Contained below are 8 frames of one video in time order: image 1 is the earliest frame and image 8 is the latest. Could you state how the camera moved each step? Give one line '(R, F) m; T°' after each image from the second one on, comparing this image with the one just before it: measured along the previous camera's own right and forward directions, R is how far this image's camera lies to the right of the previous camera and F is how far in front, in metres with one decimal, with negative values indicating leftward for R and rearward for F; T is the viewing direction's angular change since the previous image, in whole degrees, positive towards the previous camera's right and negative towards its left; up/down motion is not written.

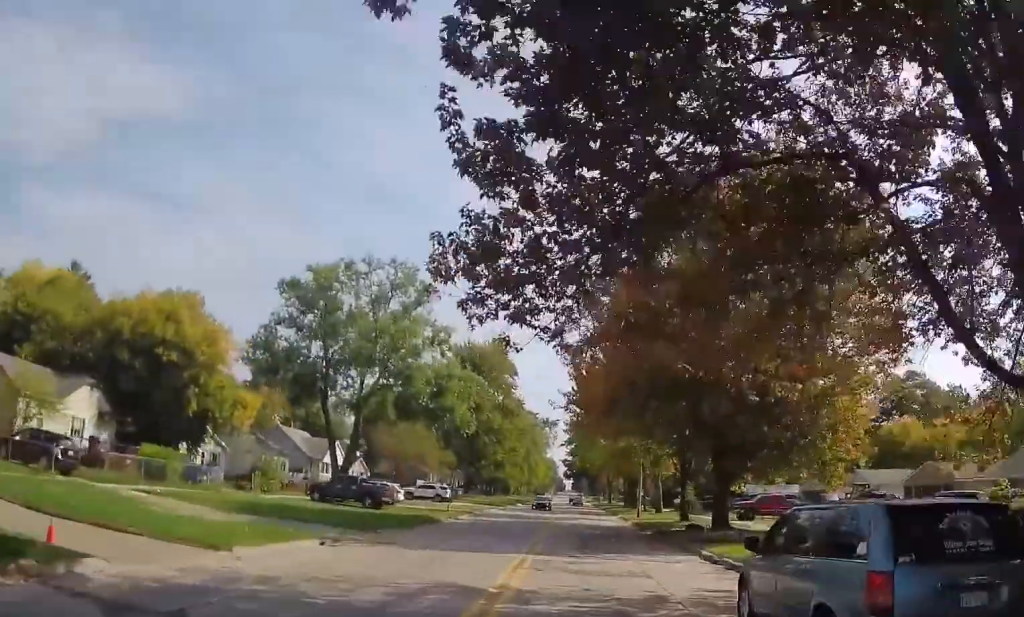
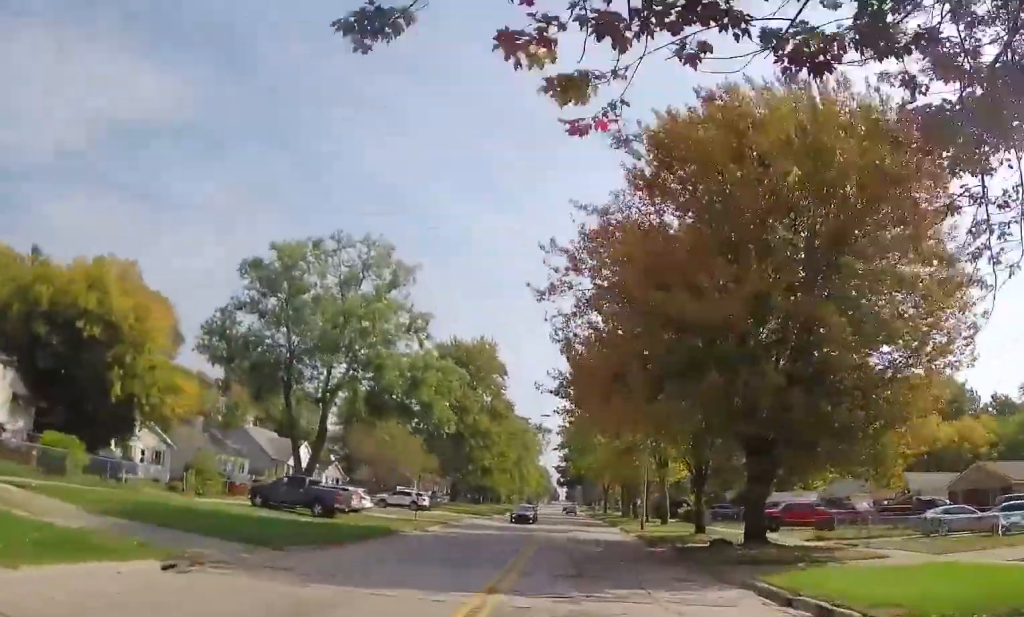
(0.0, +7.7) m; +1°
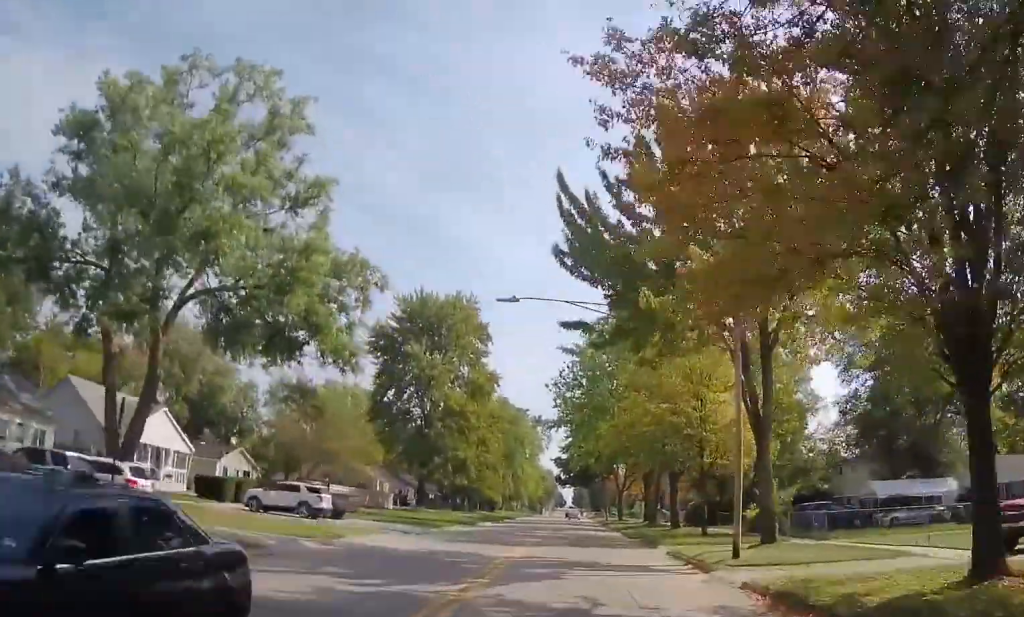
(+0.8, +26.3) m; -3°
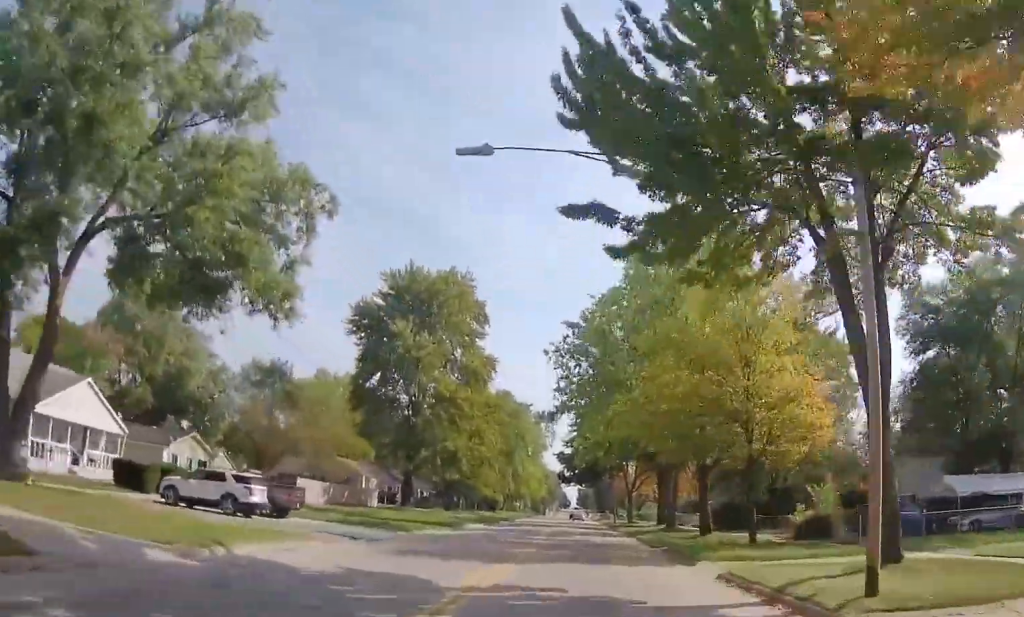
(-0.7, +8.7) m; -1°
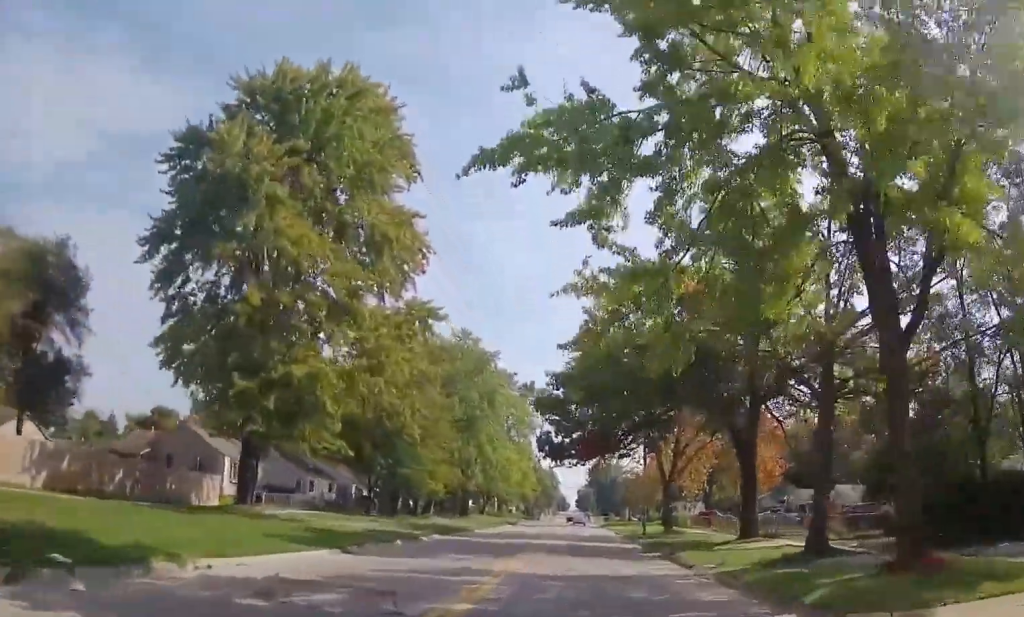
(+0.4, +35.7) m; +1°
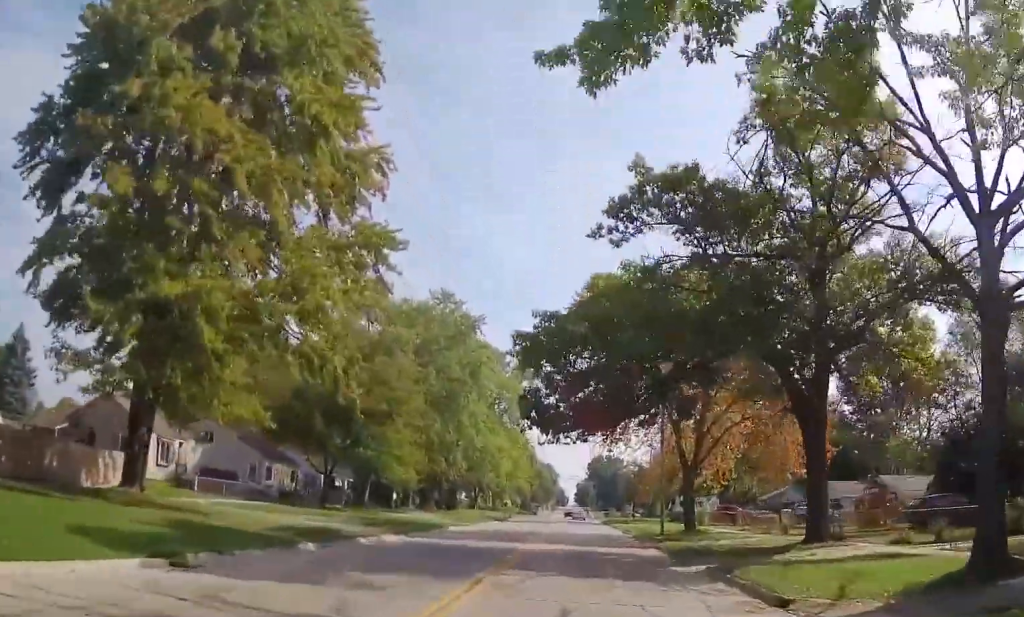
(0.0, +10.6) m; 0°
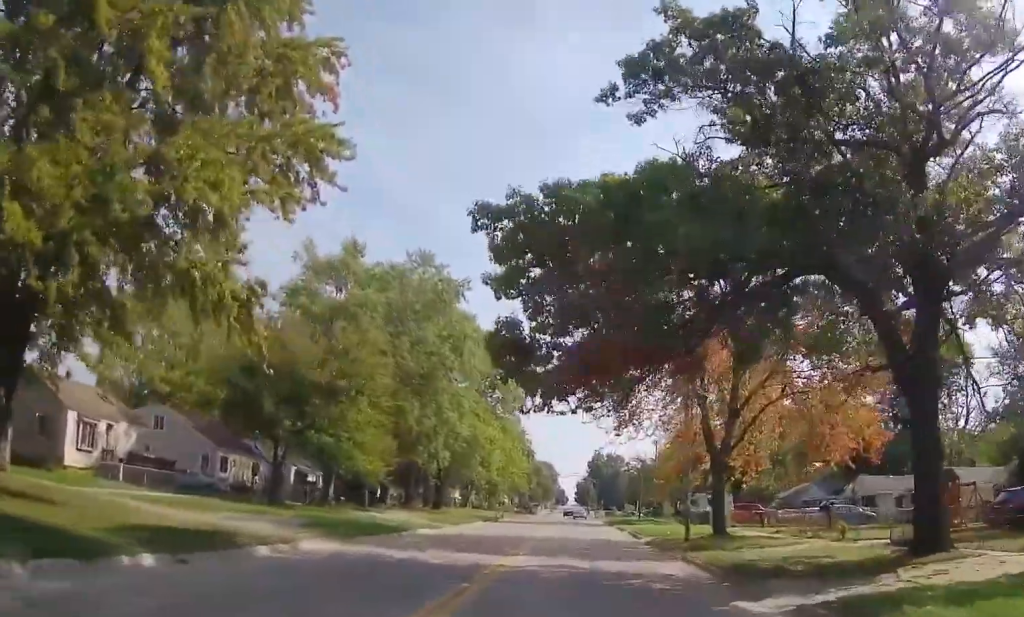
(0.0, +8.6) m; 0°
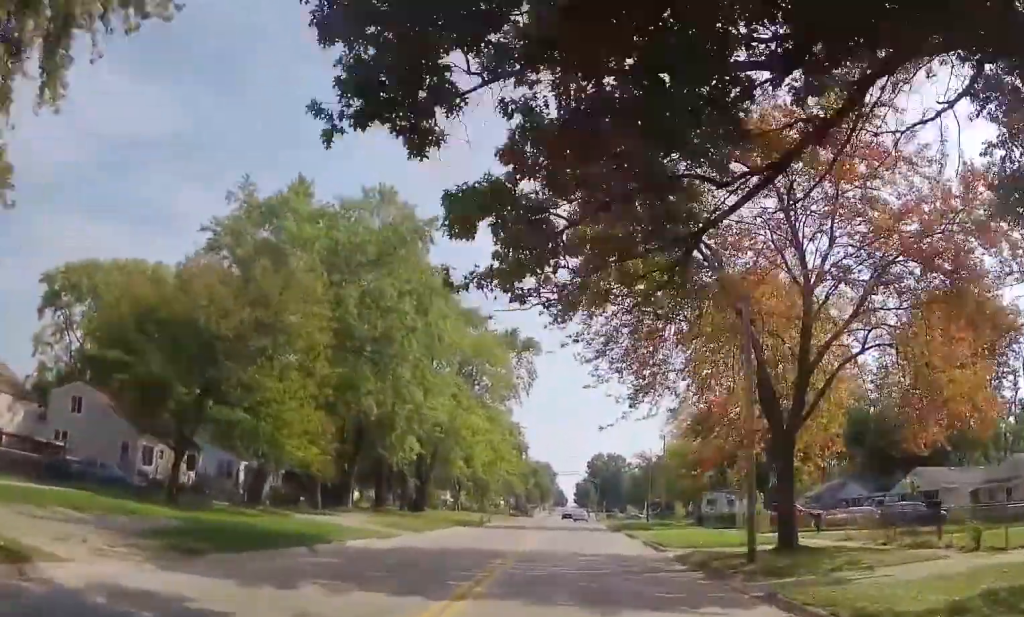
(0.0, +10.9) m; 0°
